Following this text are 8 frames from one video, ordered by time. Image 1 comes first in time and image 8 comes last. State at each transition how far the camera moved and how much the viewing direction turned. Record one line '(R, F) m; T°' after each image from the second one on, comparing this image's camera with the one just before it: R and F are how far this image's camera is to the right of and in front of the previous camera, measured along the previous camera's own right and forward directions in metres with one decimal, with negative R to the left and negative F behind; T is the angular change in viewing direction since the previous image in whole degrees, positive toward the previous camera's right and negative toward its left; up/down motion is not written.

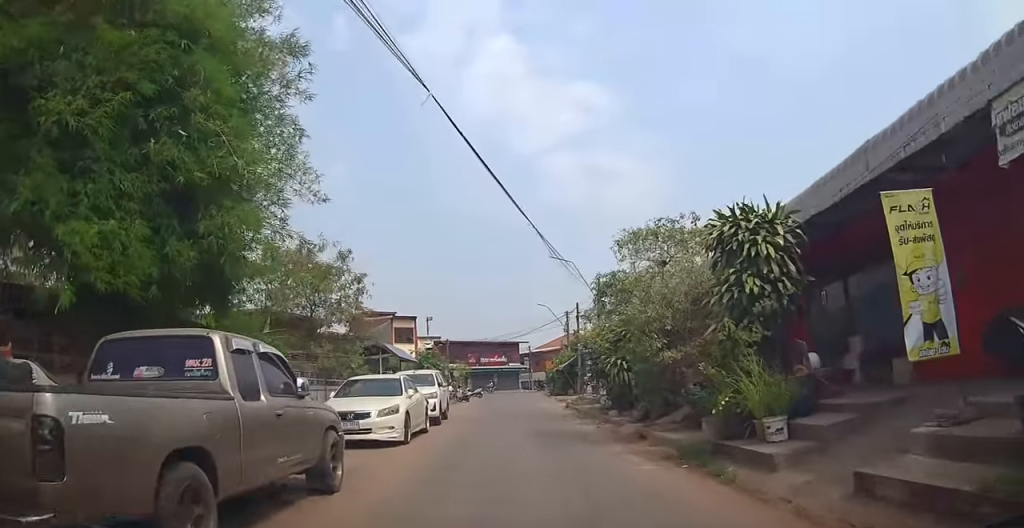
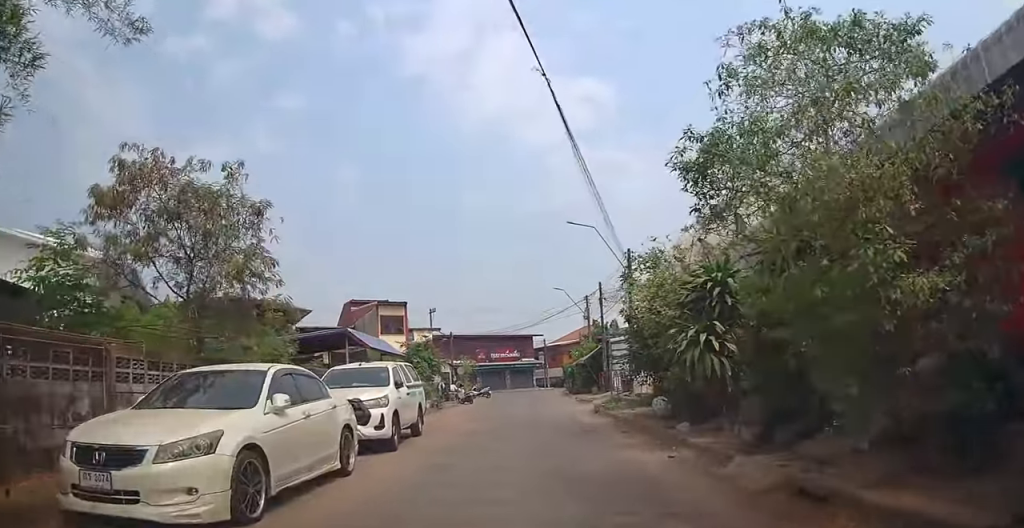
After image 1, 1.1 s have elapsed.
(+0.1, +5.0) m; -3°
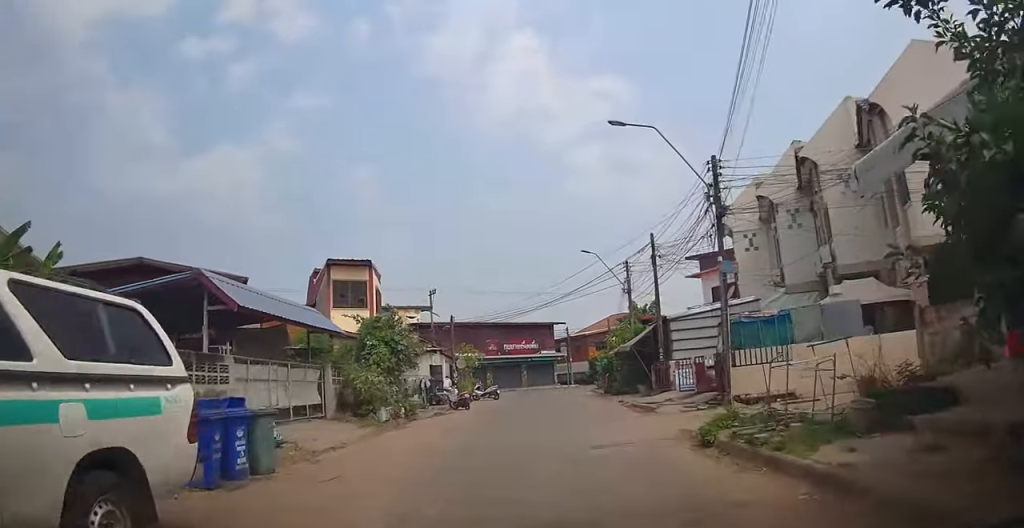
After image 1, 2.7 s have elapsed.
(-0.5, +8.9) m; -3°
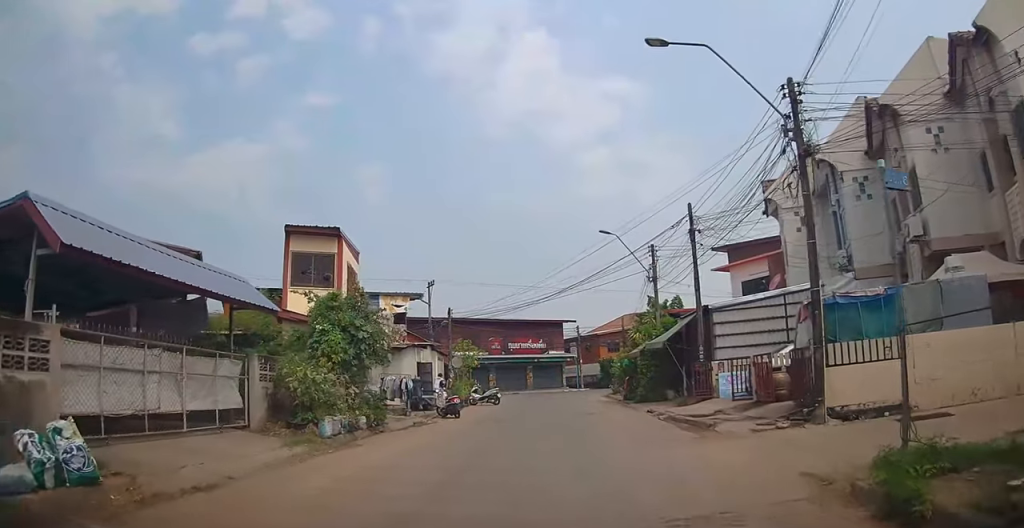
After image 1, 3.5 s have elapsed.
(0.0, +4.5) m; +1°
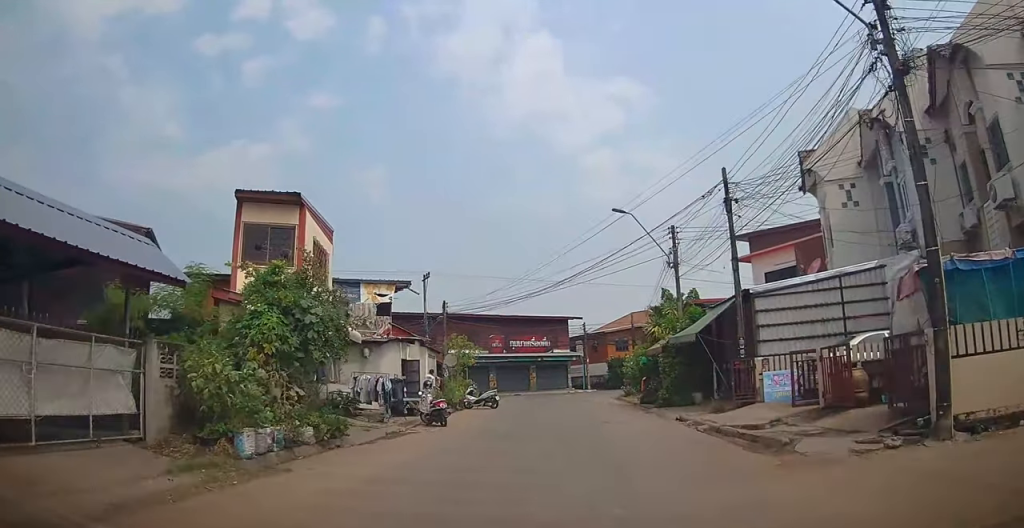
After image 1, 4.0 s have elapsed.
(0.0, +3.3) m; 0°
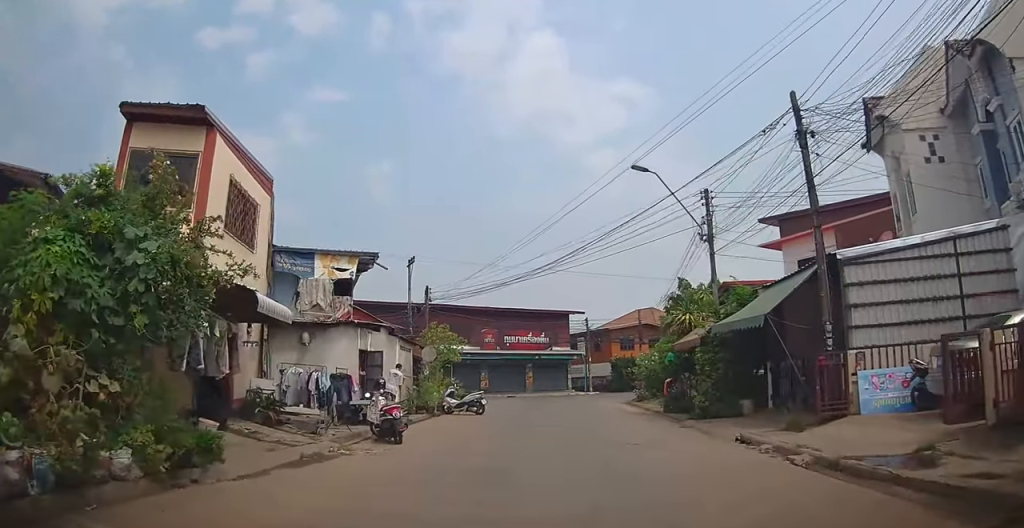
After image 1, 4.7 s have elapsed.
(0.0, +4.7) m; 0°
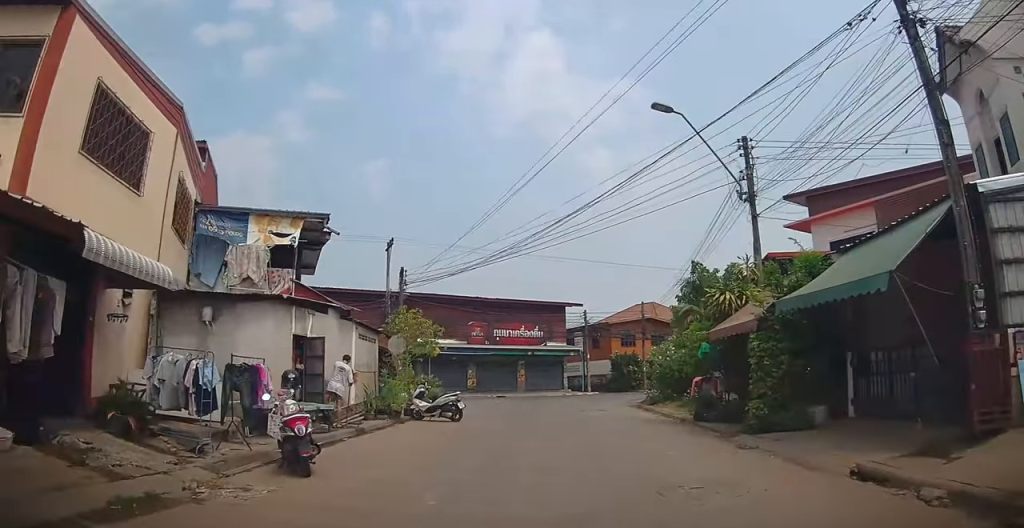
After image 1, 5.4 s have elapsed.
(0.0, +4.2) m; 0°
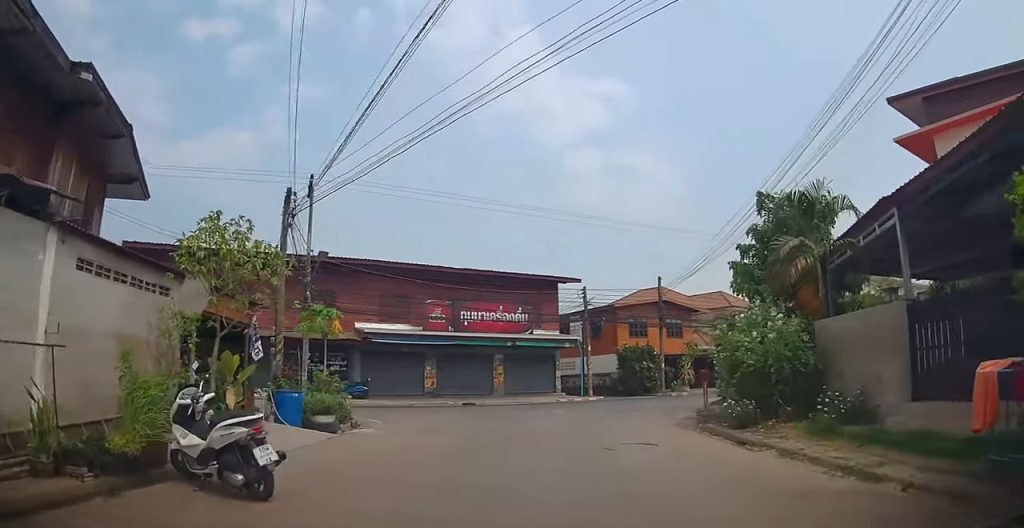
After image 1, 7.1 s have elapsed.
(0.0, +11.0) m; -1°
